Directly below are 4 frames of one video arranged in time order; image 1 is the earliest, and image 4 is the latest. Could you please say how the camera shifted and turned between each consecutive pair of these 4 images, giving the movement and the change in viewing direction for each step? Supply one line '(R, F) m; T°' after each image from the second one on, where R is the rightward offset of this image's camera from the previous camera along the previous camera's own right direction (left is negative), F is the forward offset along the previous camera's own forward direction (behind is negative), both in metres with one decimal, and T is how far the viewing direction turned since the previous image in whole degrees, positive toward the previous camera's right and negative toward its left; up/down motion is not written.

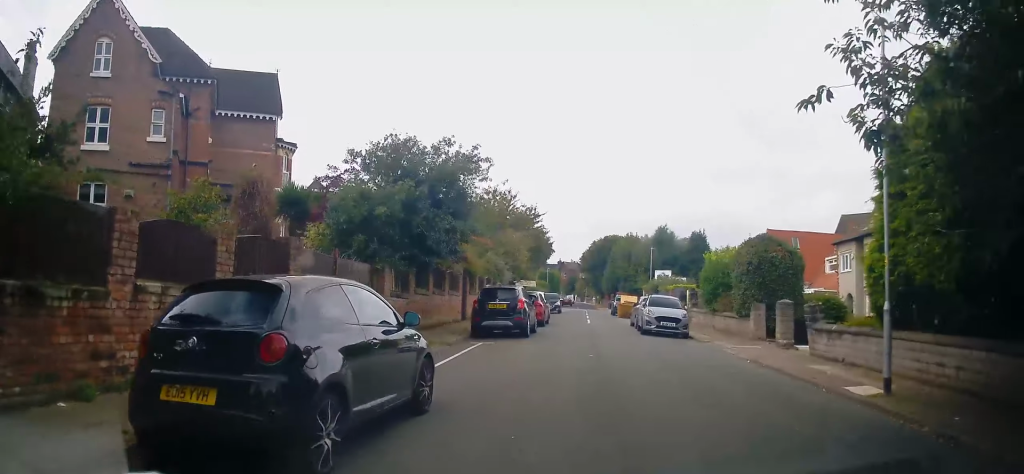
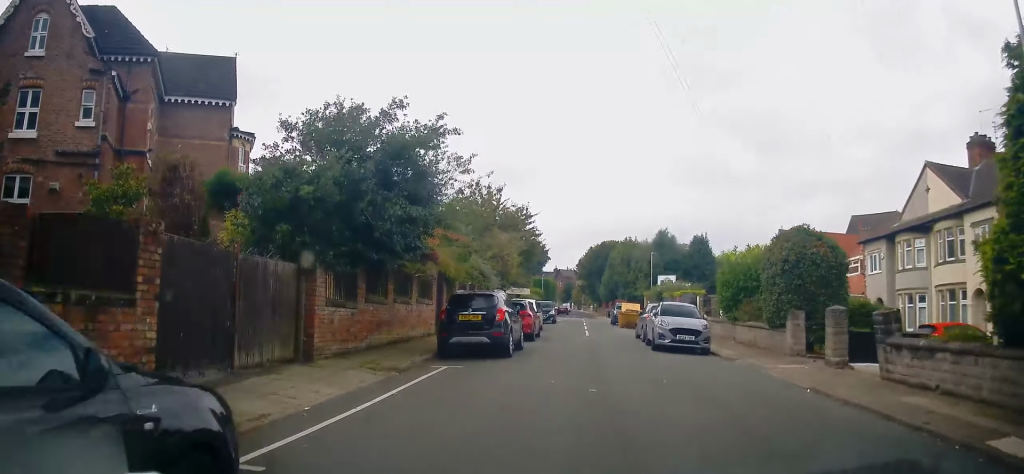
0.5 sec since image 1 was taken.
(-0.2, +4.1) m; -1°
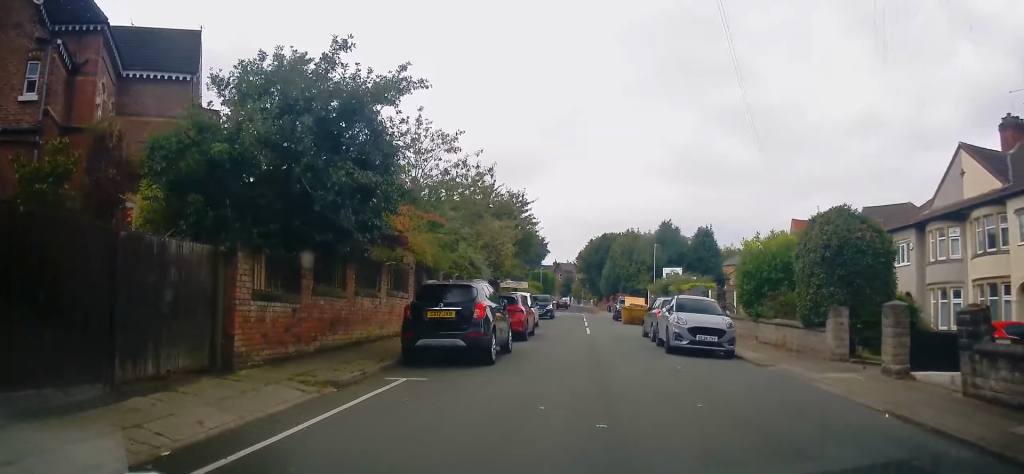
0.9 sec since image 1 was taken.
(-0.2, +3.1) m; 0°
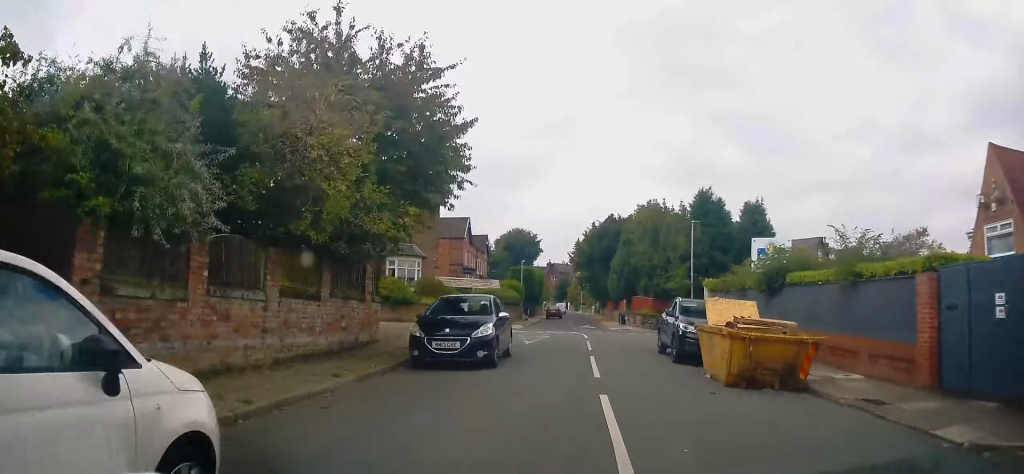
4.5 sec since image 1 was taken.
(+1.1, +24.1) m; +3°
